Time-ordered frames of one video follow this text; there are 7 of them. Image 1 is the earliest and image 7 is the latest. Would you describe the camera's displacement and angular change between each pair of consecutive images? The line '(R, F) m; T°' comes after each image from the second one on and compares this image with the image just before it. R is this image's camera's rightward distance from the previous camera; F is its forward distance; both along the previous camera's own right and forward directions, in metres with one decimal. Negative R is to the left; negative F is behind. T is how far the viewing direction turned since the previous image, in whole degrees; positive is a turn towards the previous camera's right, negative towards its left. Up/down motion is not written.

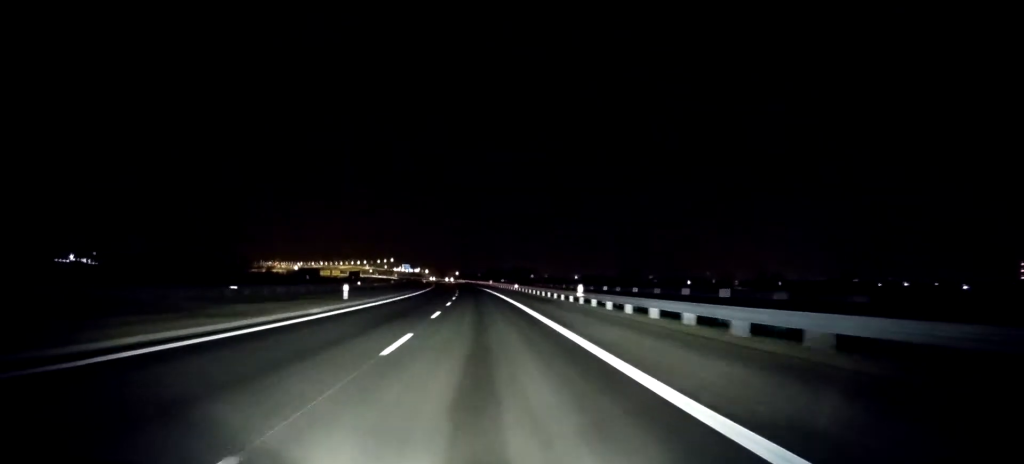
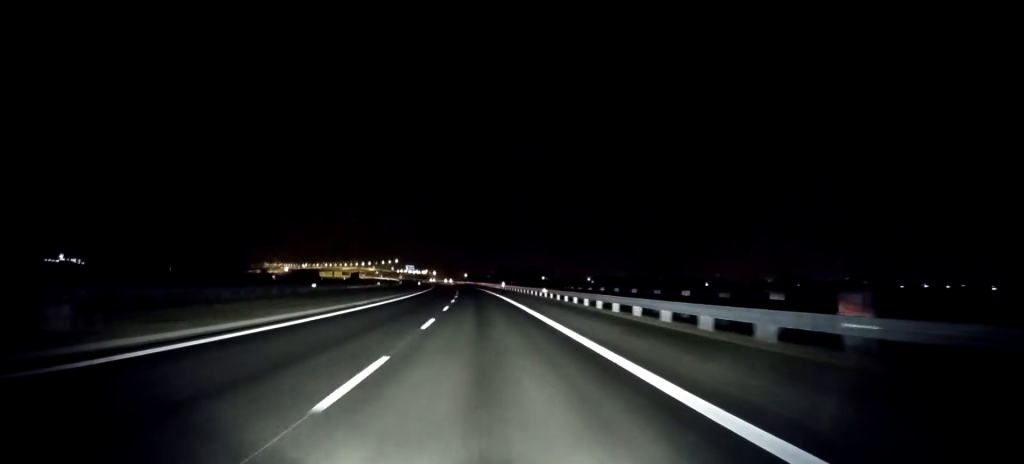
(-0.2, +29.4) m; -1°
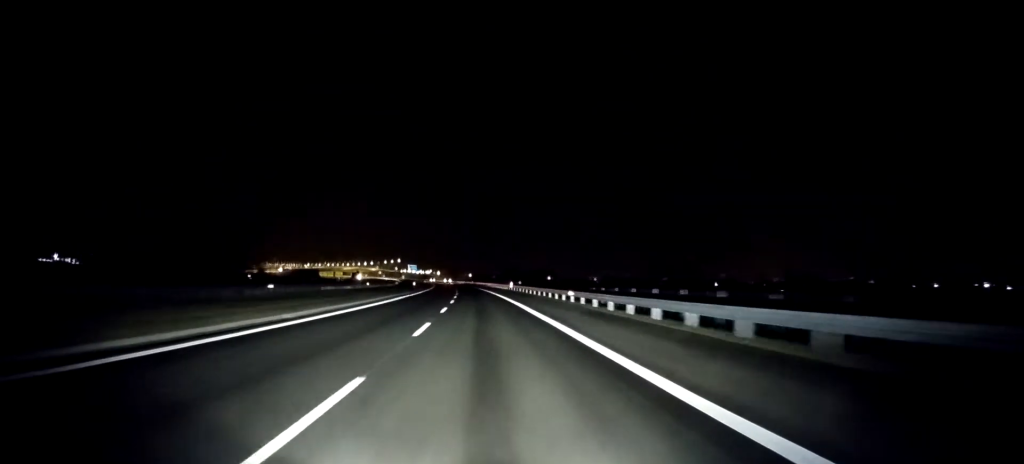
(-0.2, +14.7) m; 0°
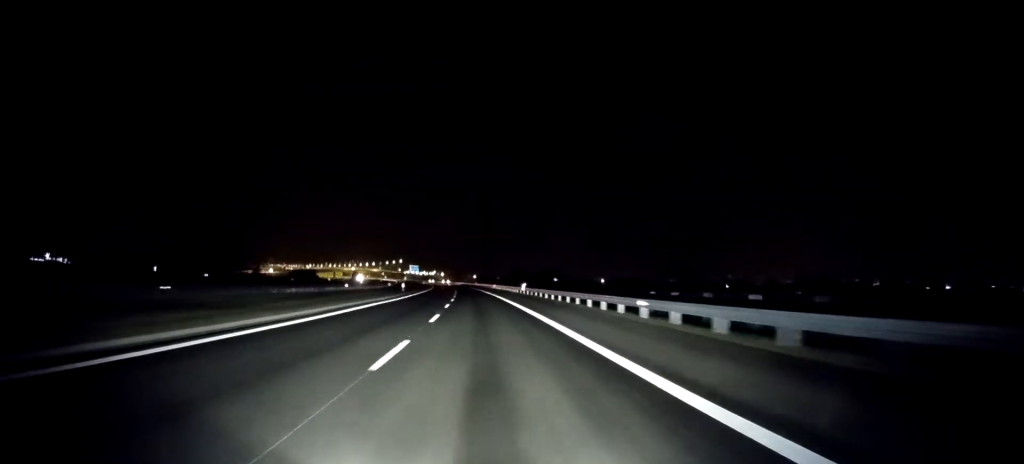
(-0.1, +18.4) m; 0°
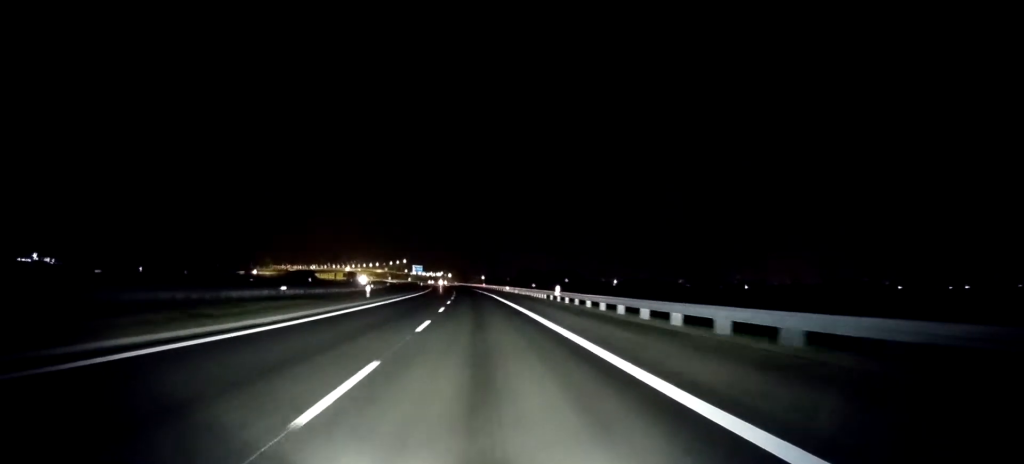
(-0.1, +28.2) m; 0°
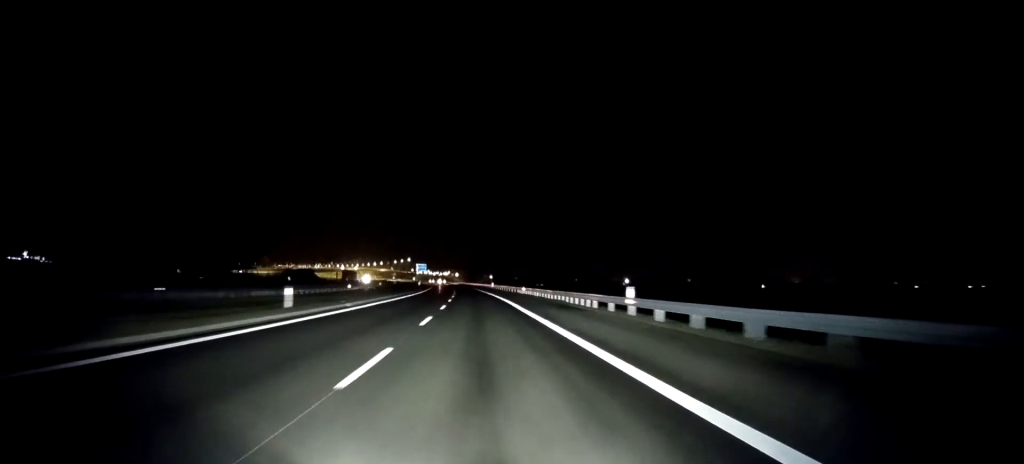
(-0.1, +22.1) m; 0°
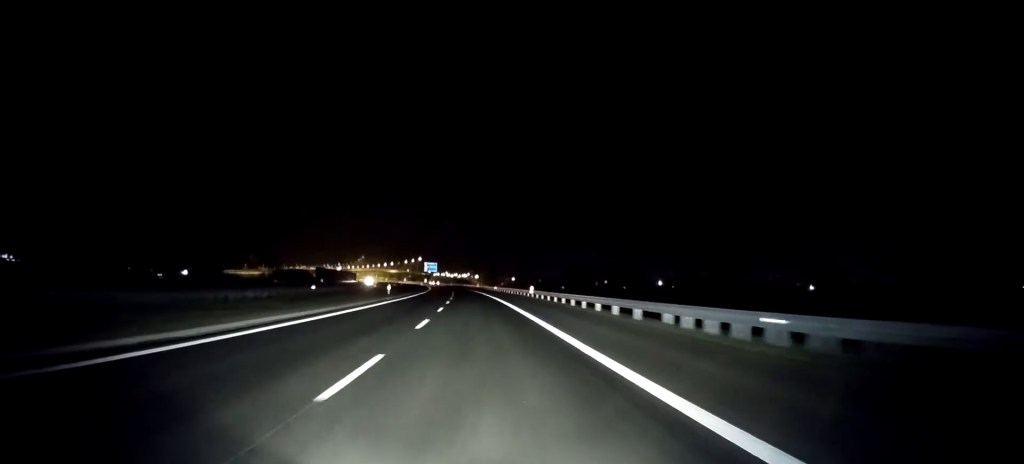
(-0.6, +61.4) m; -2°
